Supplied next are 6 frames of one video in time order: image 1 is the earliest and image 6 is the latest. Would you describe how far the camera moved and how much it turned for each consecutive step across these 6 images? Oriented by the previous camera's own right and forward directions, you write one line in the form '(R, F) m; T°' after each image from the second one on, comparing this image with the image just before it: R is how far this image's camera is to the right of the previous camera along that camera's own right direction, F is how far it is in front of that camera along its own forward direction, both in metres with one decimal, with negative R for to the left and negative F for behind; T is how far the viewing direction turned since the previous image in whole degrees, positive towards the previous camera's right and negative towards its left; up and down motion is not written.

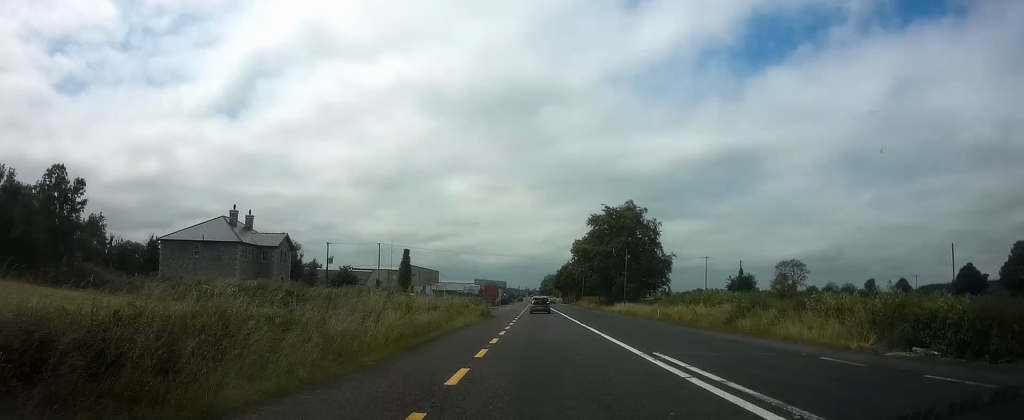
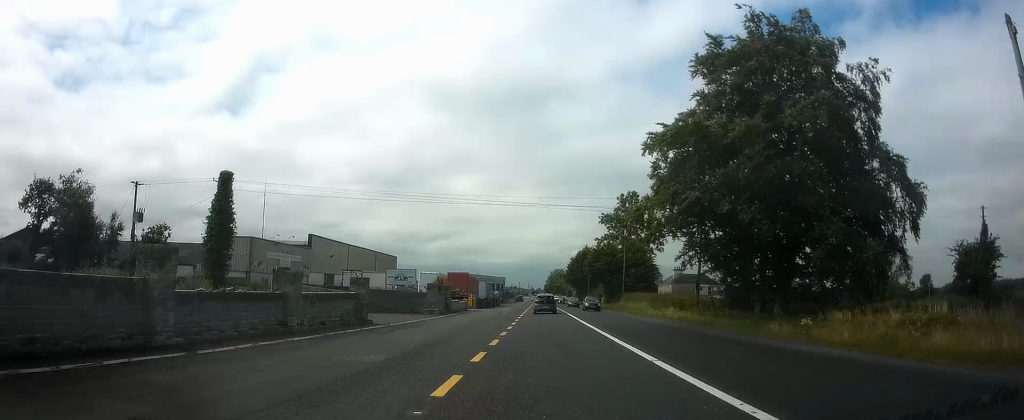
(+0.2, +56.4) m; -1°
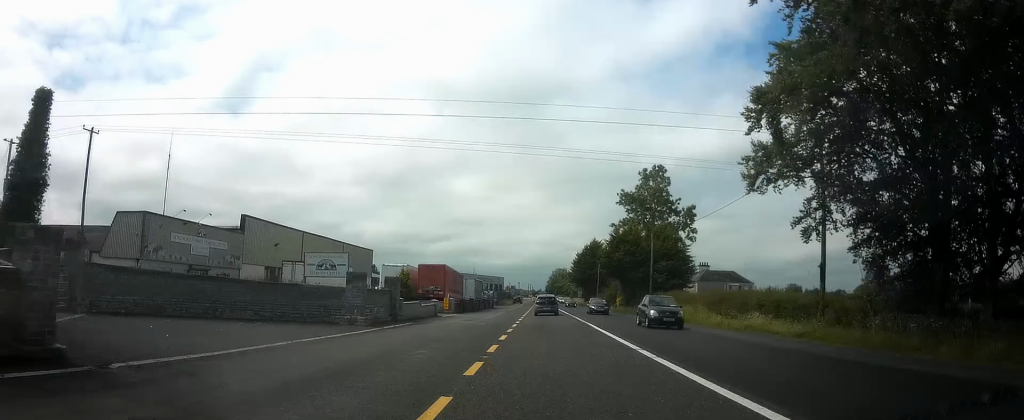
(-0.3, +17.6) m; 0°
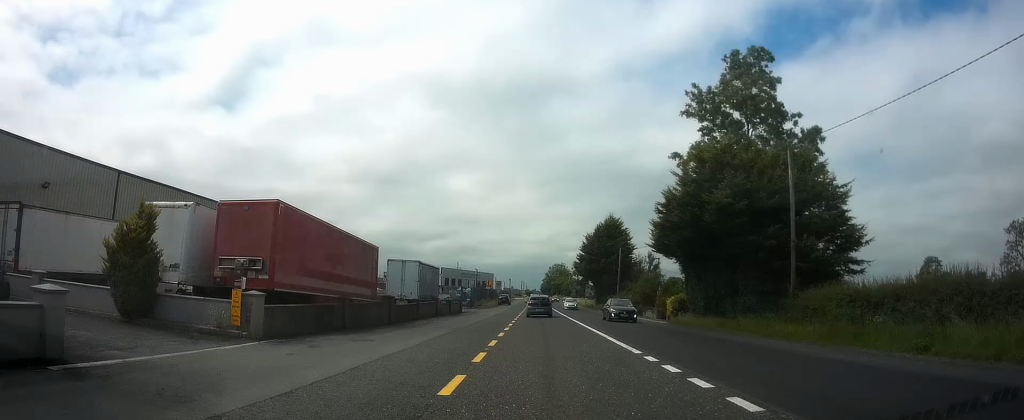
(+0.5, +33.4) m; +1°
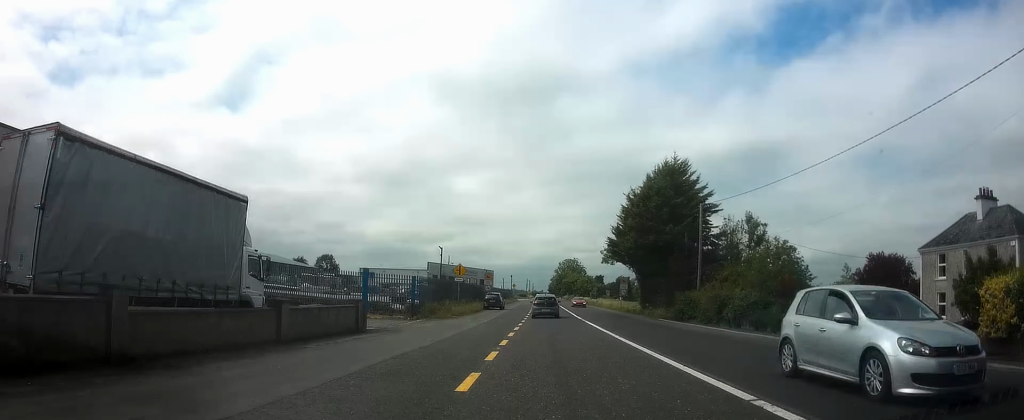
(-0.4, +34.9) m; -1°
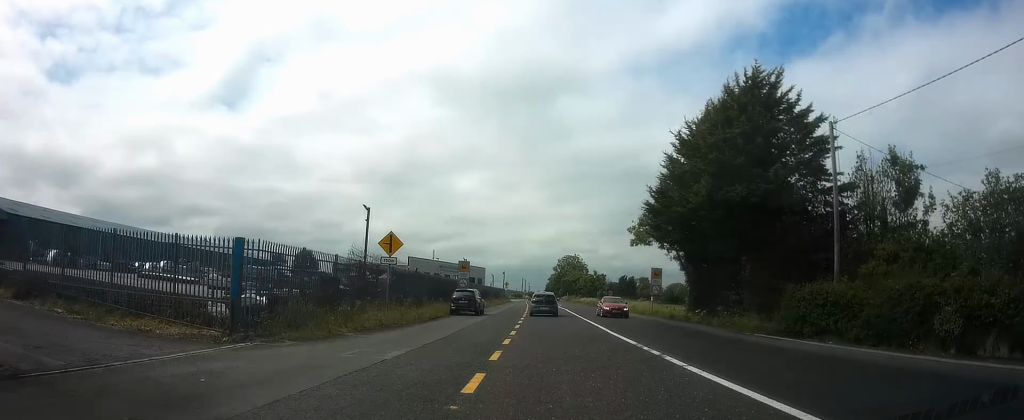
(0.0, +19.9) m; +1°
